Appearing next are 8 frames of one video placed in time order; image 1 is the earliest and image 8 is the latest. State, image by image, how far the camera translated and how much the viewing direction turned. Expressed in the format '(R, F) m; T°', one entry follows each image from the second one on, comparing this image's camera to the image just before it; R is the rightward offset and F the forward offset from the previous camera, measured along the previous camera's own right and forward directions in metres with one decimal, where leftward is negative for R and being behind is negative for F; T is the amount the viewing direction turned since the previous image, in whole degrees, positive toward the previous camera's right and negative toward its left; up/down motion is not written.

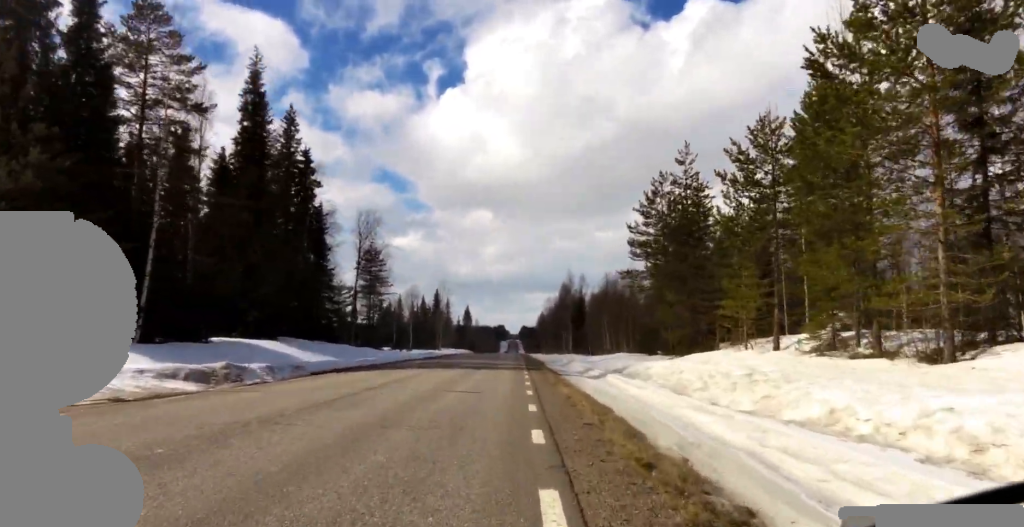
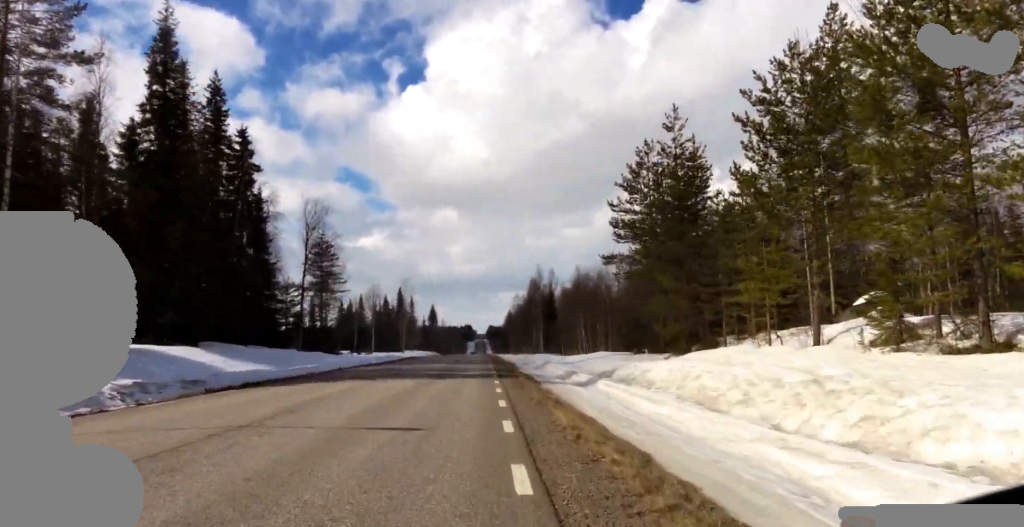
(-0.1, +5.1) m; 0°
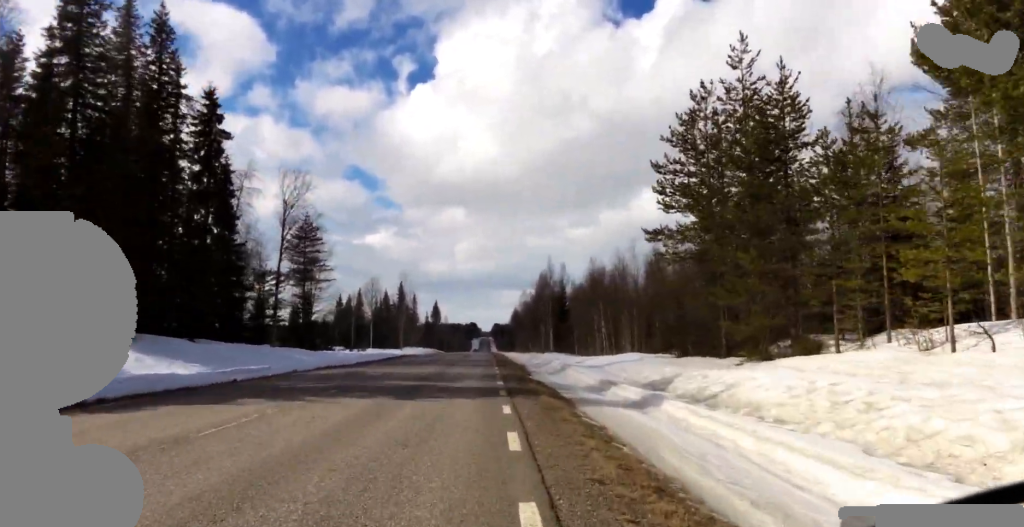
(+0.1, +7.5) m; -1°
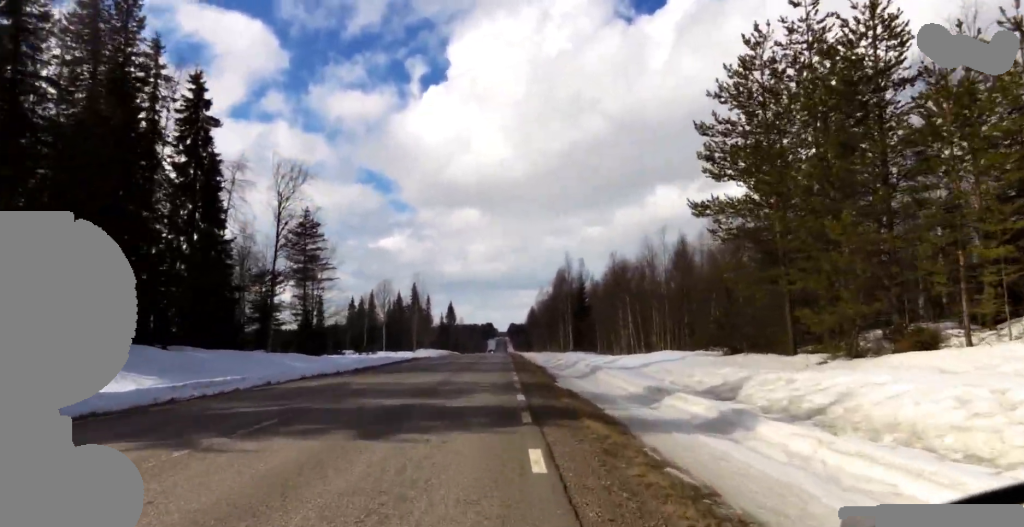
(0.0, +4.1) m; -1°
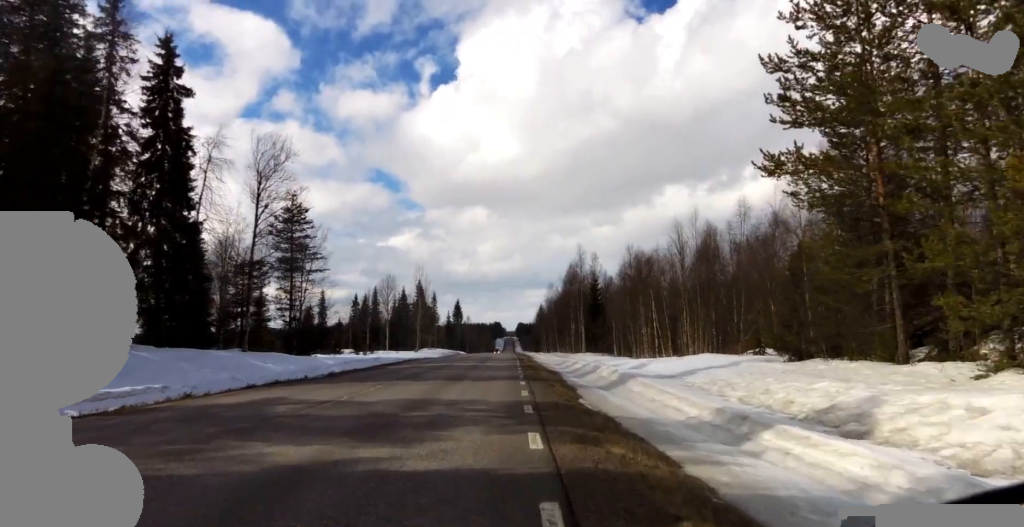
(-0.2, +5.0) m; -1°
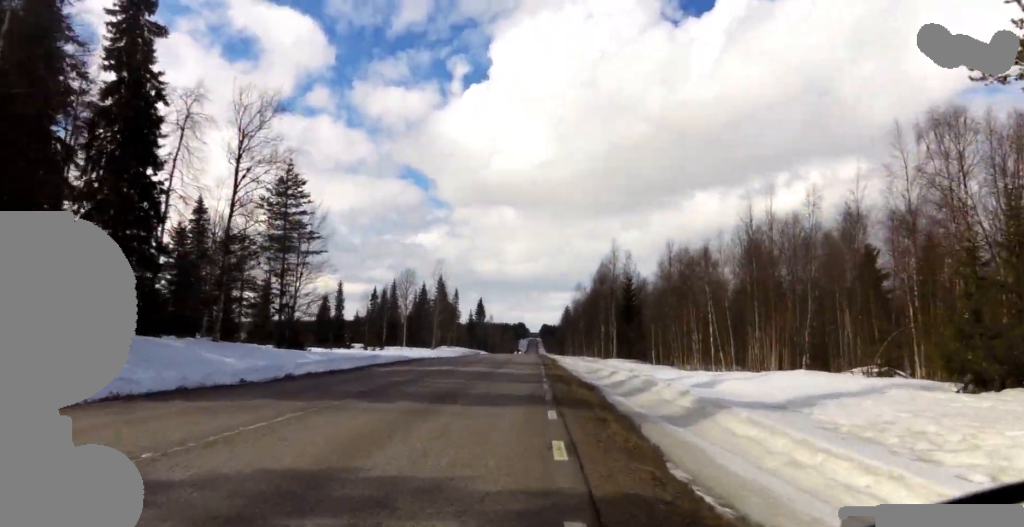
(0.0, +6.5) m; +1°
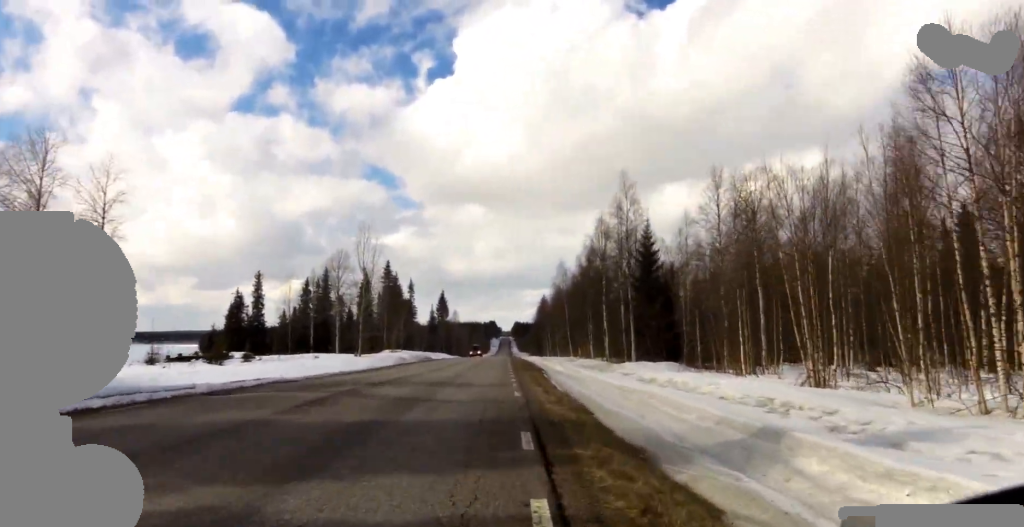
(+0.4, +23.6) m; 0°
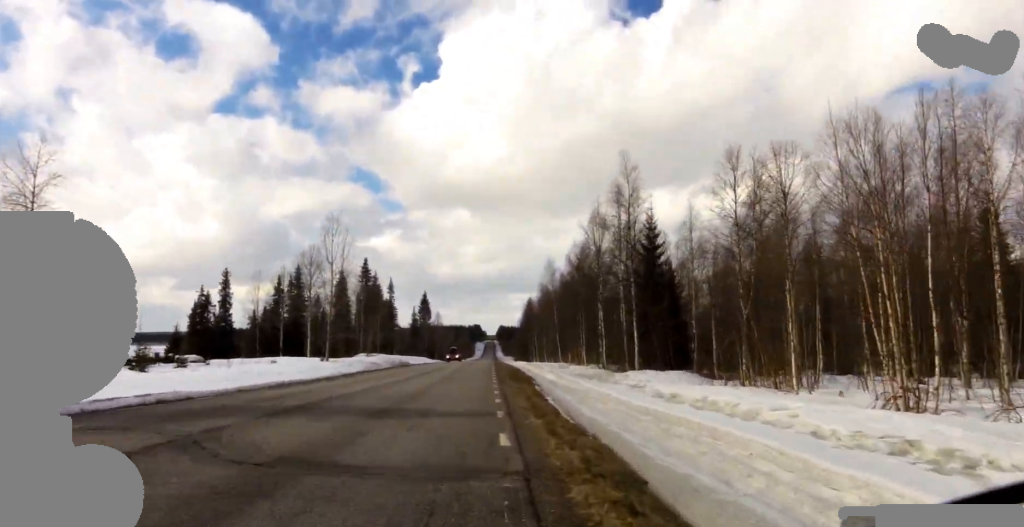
(0.0, +5.3) m; 0°
